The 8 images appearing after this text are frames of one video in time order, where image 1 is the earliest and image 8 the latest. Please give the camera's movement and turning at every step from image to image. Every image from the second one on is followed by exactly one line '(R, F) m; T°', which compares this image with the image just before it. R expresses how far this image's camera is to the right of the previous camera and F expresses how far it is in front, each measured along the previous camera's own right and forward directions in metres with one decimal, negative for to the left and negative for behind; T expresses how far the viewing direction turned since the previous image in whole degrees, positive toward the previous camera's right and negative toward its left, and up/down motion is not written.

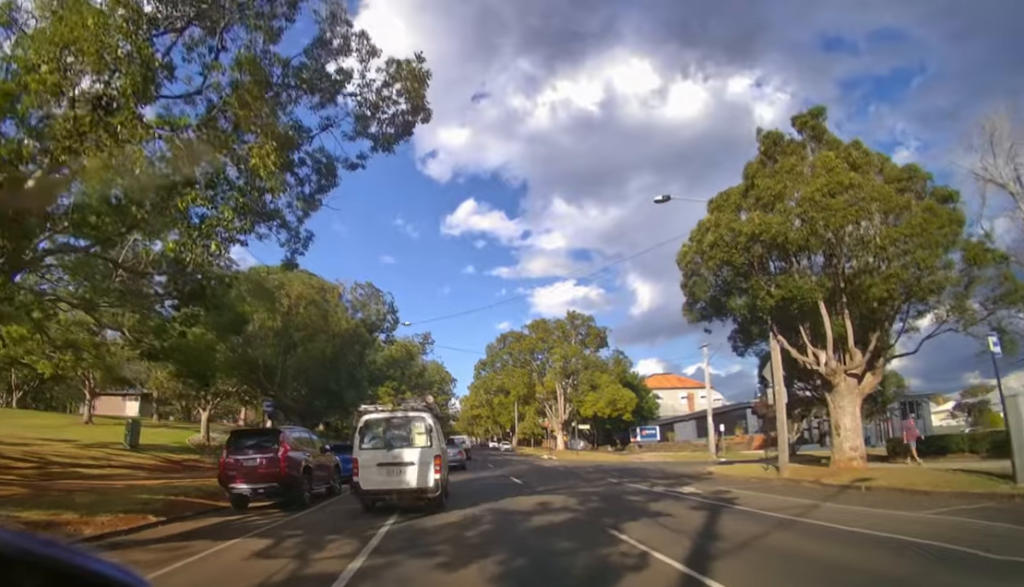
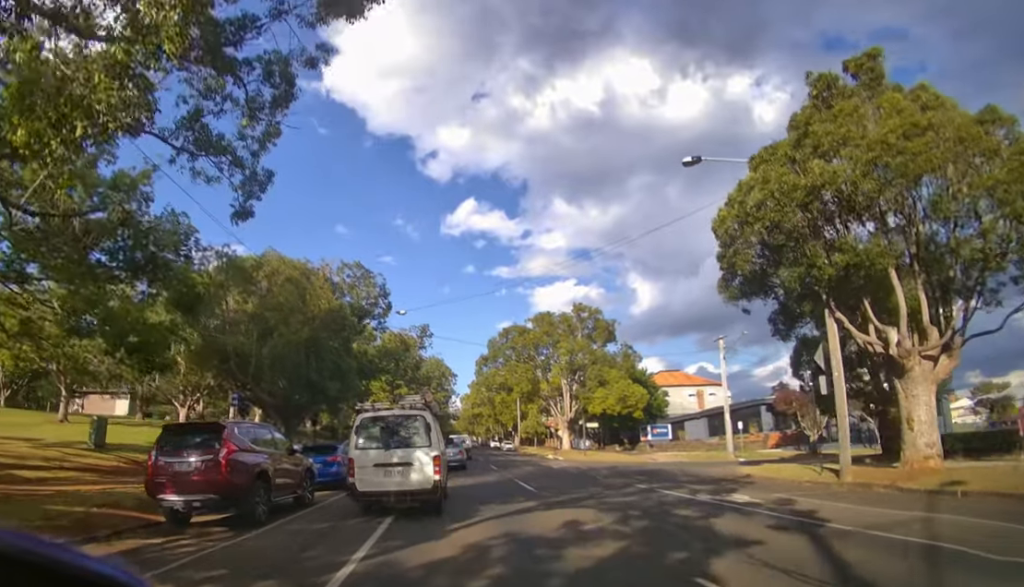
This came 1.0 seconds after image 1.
(0.0, +2.7) m; 0°
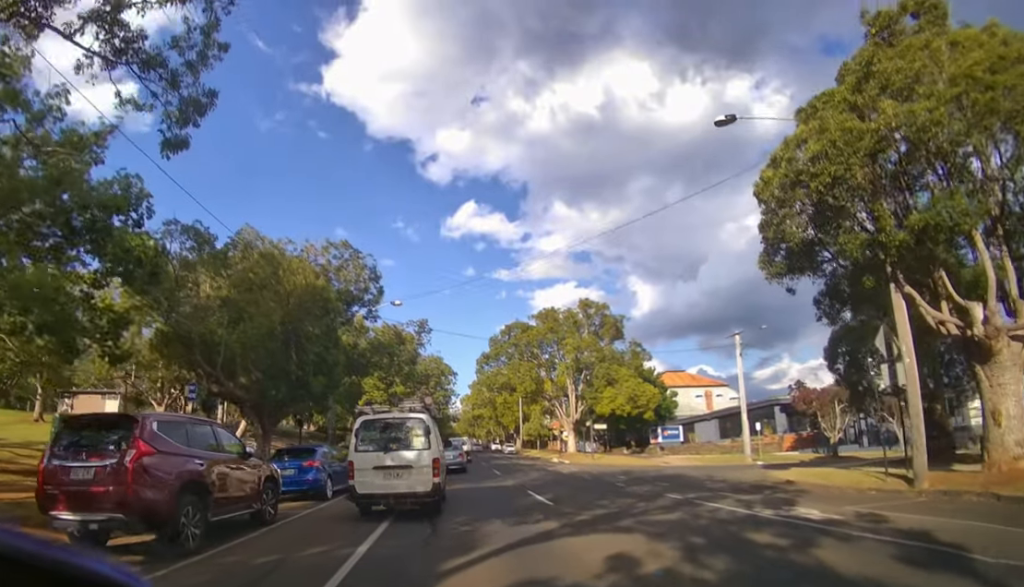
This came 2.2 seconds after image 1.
(0.0, +2.9) m; +3°
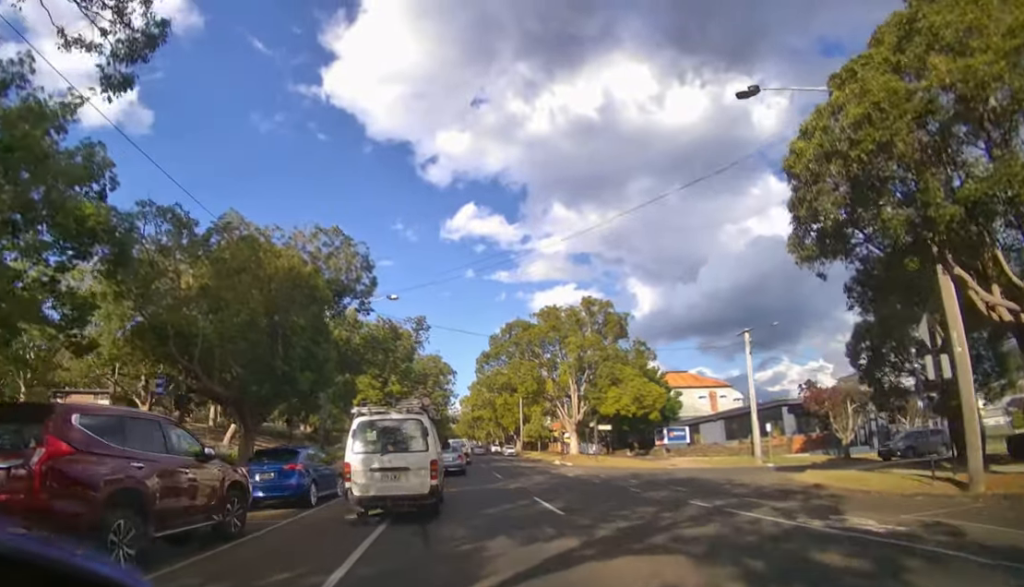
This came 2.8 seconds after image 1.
(0.0, +1.5) m; +1°
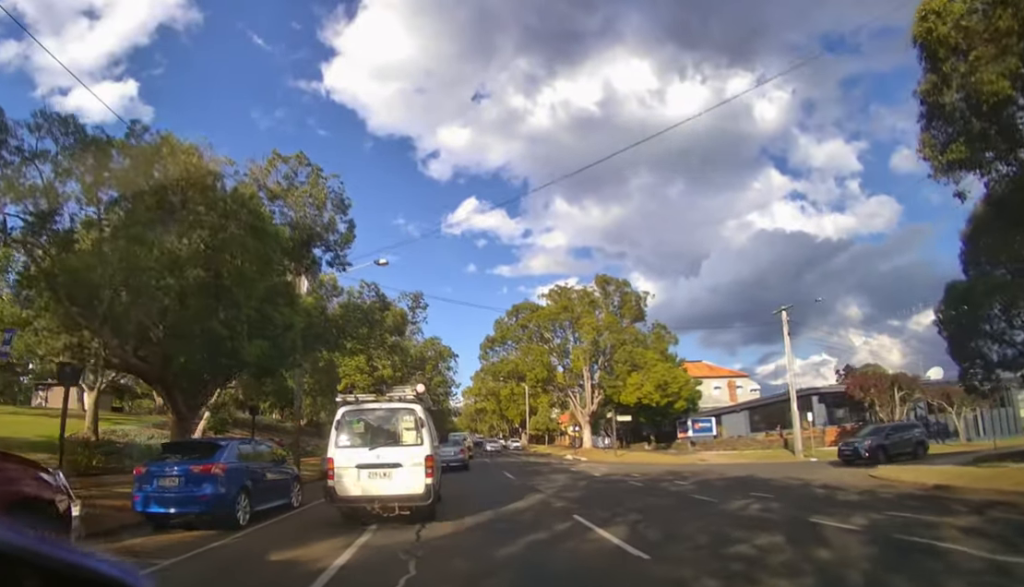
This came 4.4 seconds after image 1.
(+0.1, +4.0) m; -1°
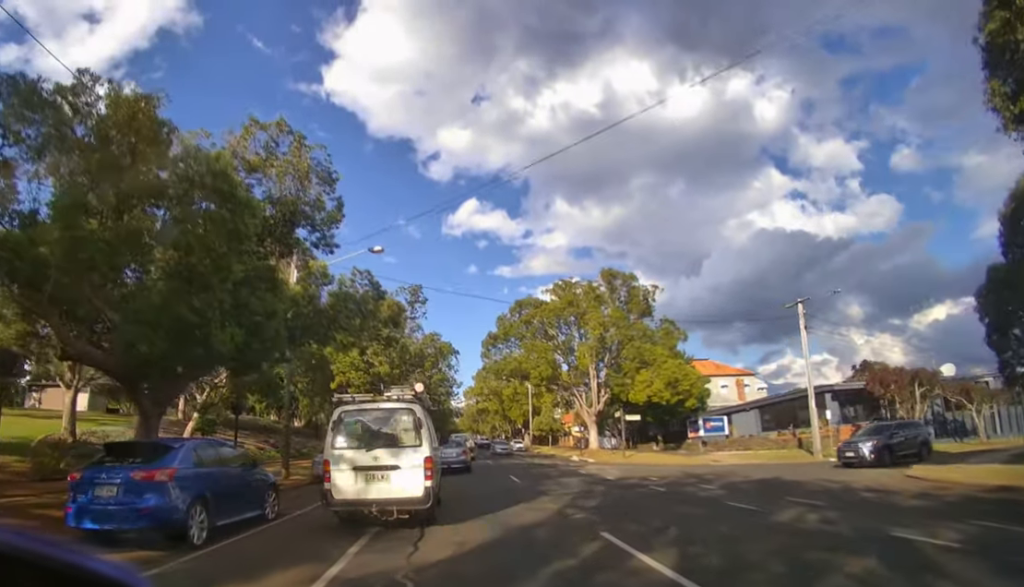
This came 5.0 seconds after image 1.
(0.0, +1.7) m; -1°
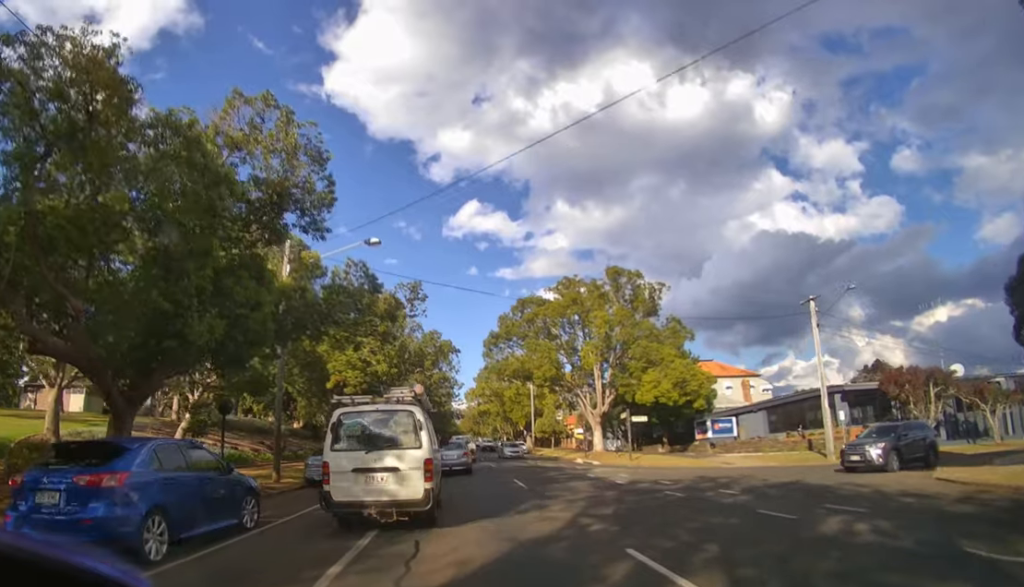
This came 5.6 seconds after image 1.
(0.0, +1.3) m; -1°
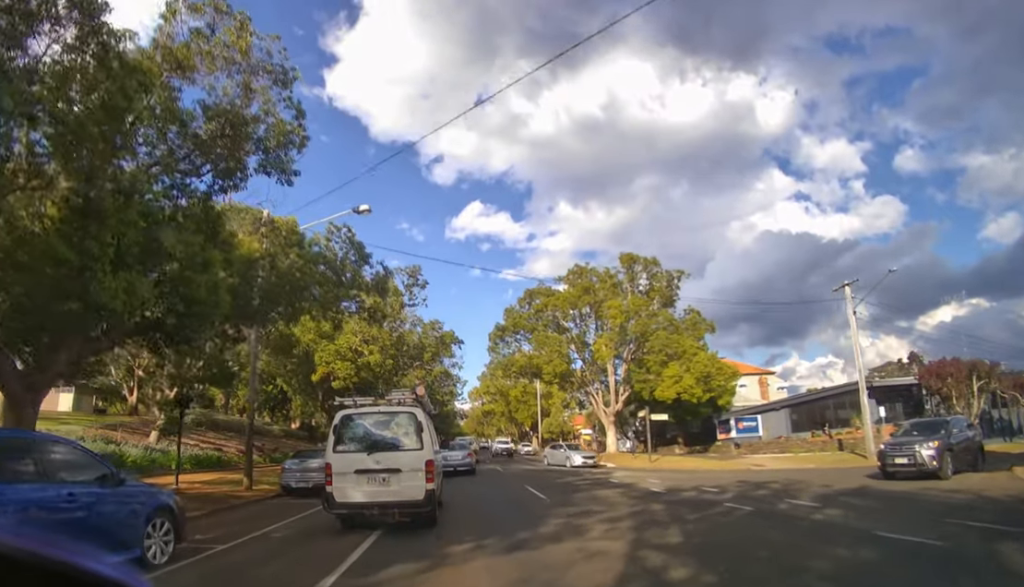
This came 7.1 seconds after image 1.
(0.0, +3.4) m; -2°
